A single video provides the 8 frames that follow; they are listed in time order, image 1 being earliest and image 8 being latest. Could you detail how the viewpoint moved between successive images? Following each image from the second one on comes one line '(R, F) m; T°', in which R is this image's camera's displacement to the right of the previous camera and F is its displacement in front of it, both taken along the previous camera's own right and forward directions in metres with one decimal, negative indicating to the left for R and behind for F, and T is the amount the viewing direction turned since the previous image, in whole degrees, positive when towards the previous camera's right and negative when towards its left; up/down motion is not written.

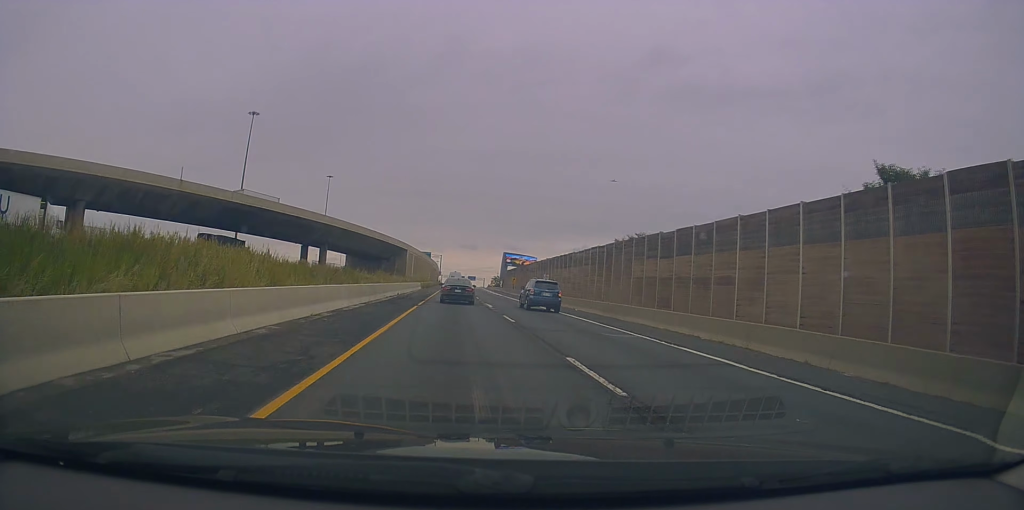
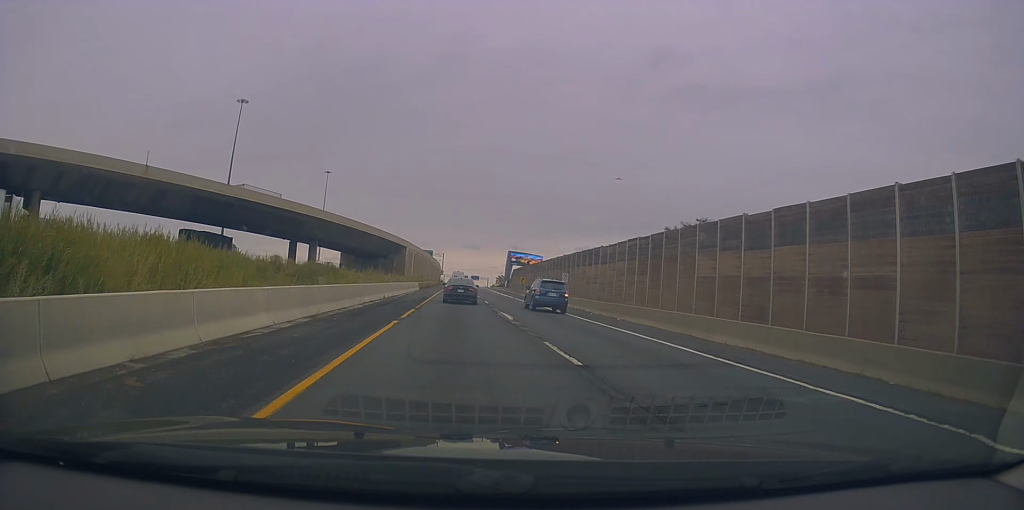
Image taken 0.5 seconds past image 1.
(-0.1, +9.8) m; 0°
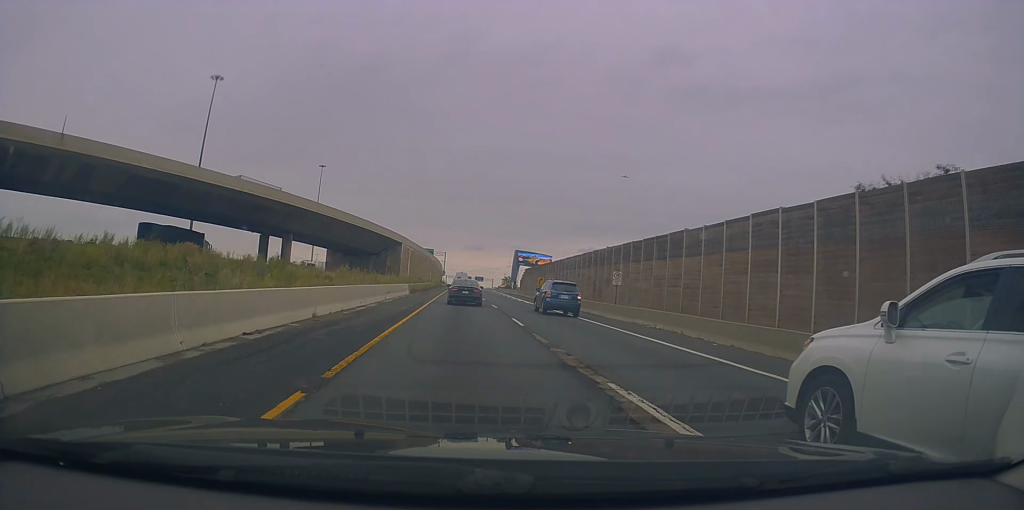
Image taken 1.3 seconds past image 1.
(+0.2, +17.0) m; 0°
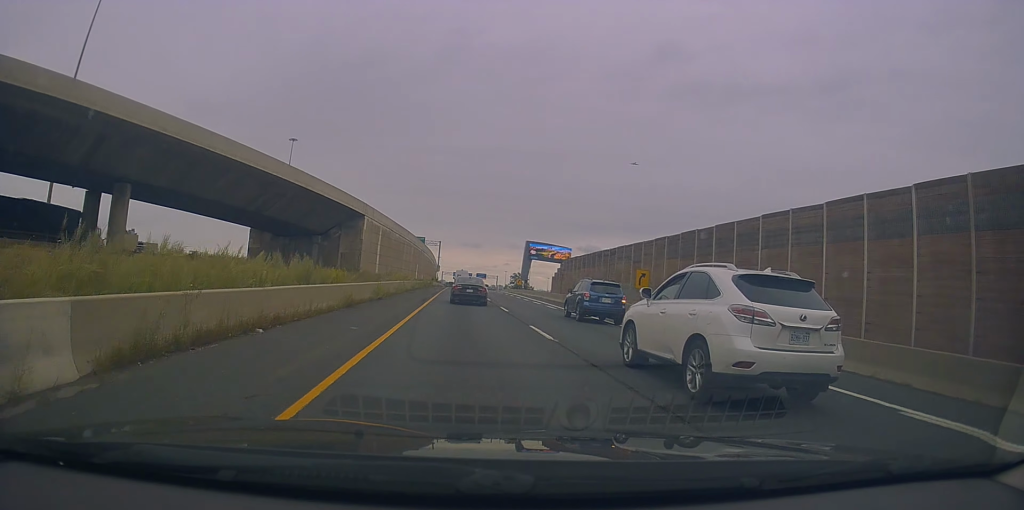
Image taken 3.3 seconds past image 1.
(+1.2, +42.7) m; +1°
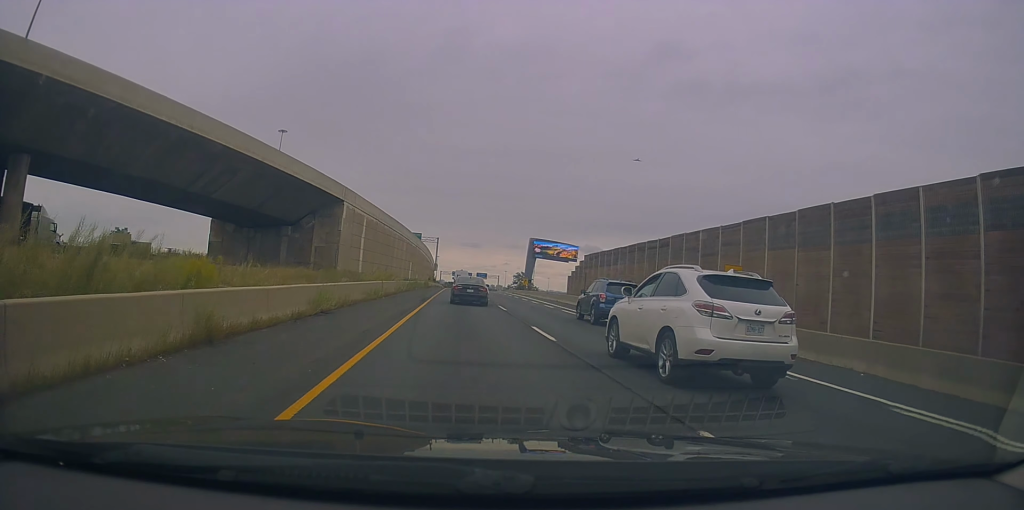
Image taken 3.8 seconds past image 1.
(-0.6, +12.0) m; -1°
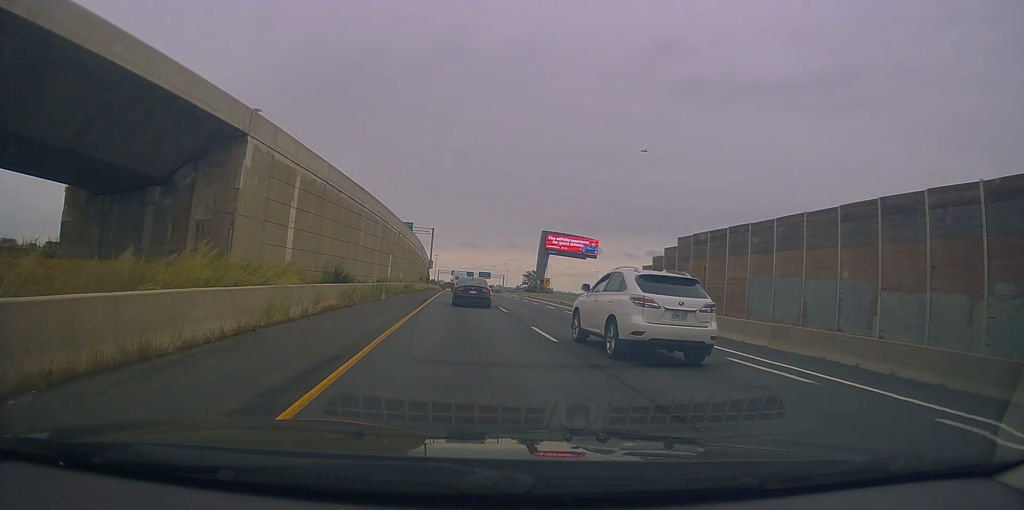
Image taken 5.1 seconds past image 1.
(-0.3, +25.9) m; 0°
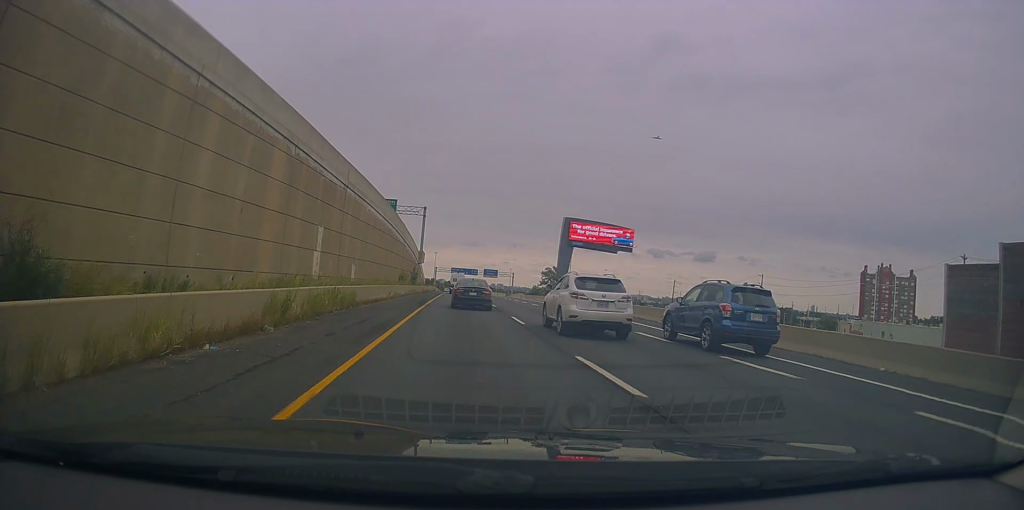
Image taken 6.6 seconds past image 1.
(+0.1, +30.9) m; 0°
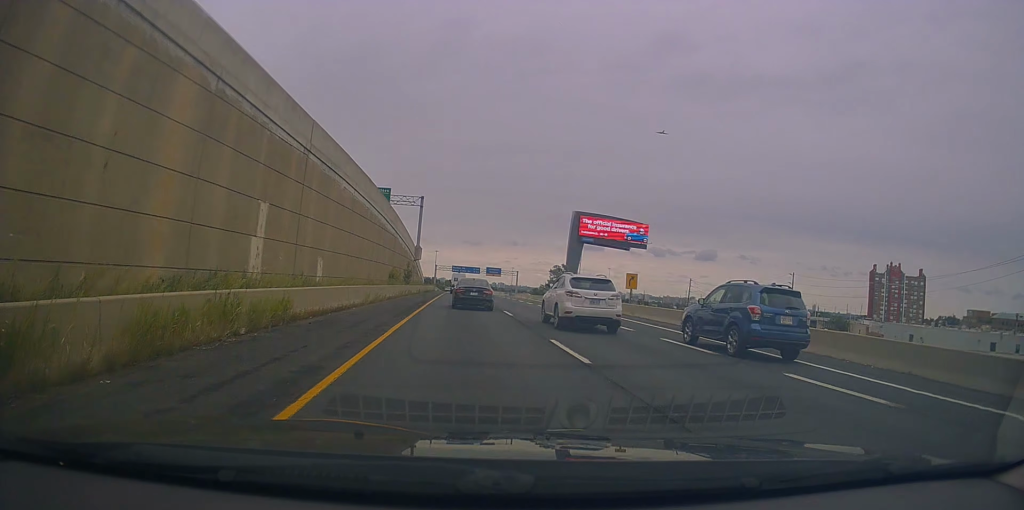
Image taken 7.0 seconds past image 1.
(-0.1, +8.8) m; 0°
